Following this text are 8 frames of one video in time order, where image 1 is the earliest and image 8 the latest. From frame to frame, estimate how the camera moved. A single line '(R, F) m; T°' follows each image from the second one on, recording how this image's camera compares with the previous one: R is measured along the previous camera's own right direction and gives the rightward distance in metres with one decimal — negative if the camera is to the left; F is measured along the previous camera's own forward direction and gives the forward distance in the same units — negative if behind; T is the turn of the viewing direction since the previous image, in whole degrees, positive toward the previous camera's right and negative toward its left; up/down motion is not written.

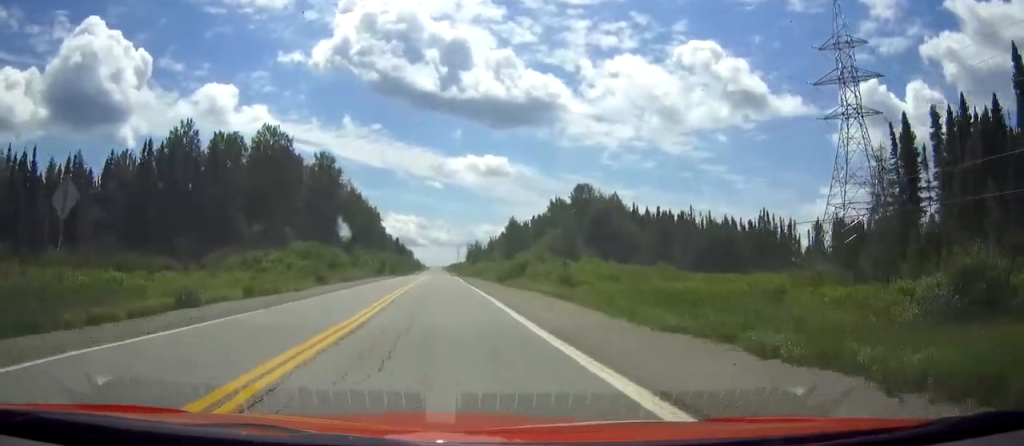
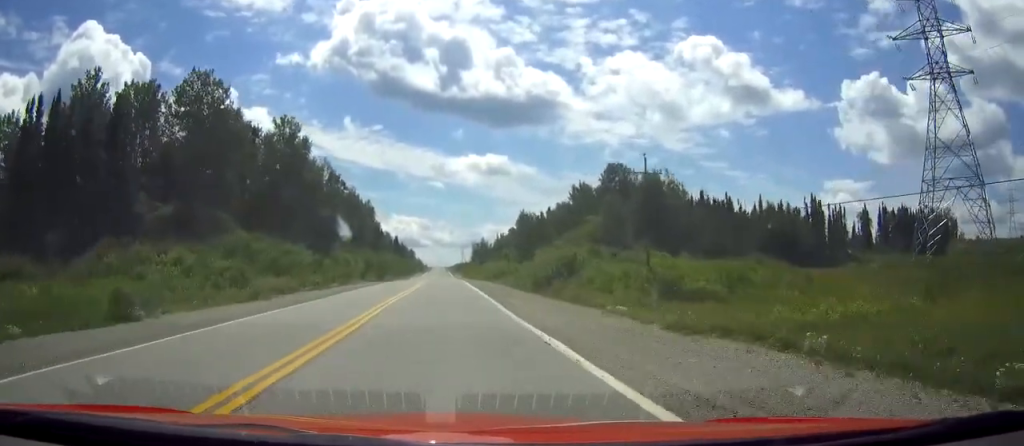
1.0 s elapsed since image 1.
(0.0, +30.9) m; -1°
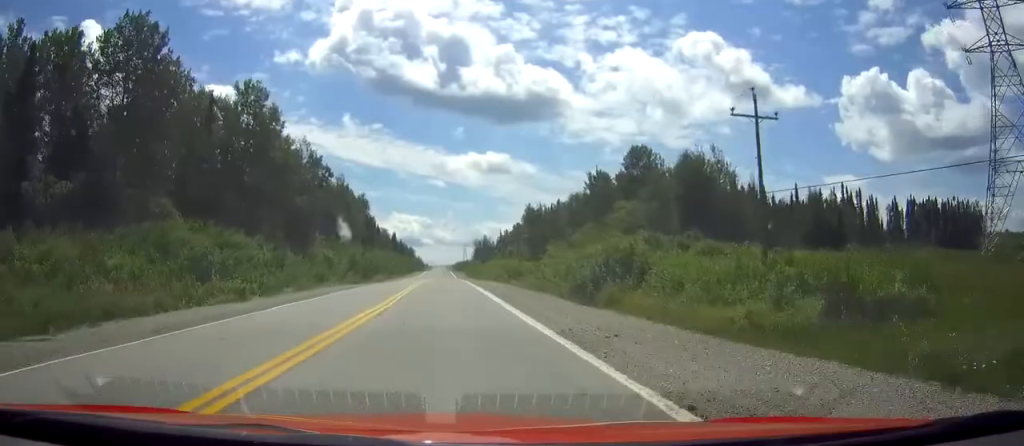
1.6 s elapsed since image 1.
(-0.2, +17.5) m; 0°
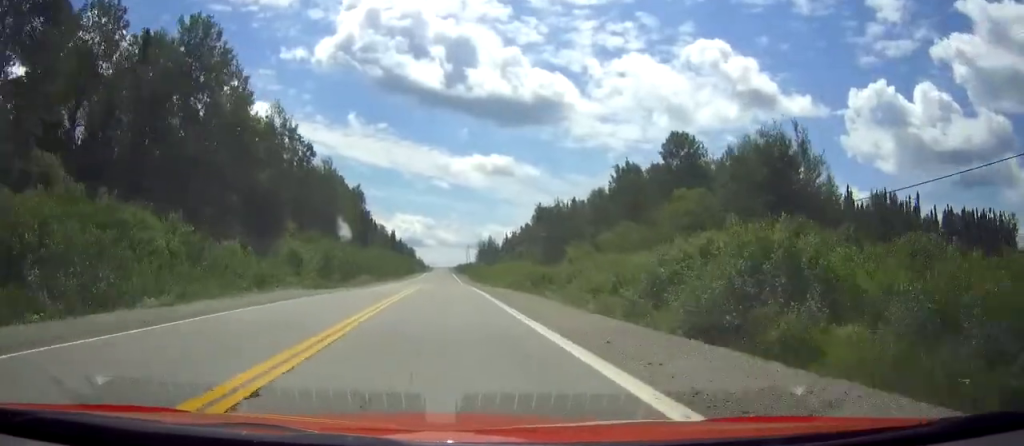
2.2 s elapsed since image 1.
(-0.1, +19.6) m; 0°
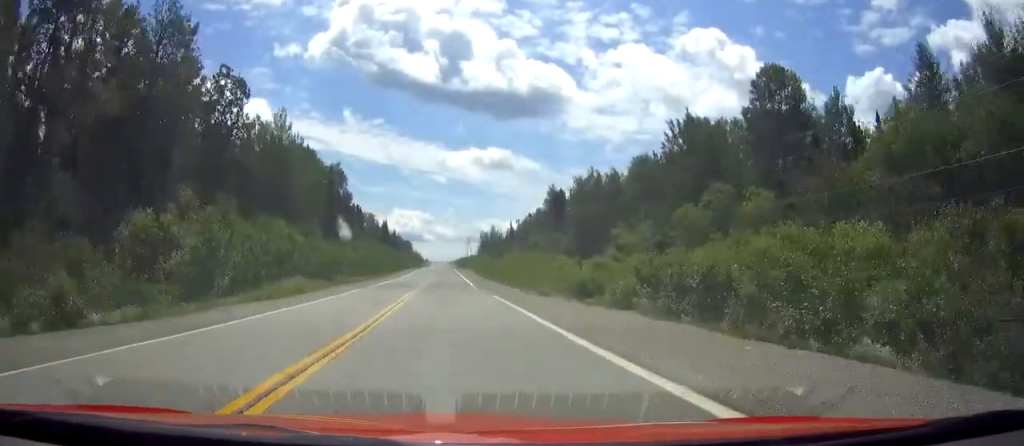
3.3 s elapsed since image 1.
(0.0, +33.2) m; 0°
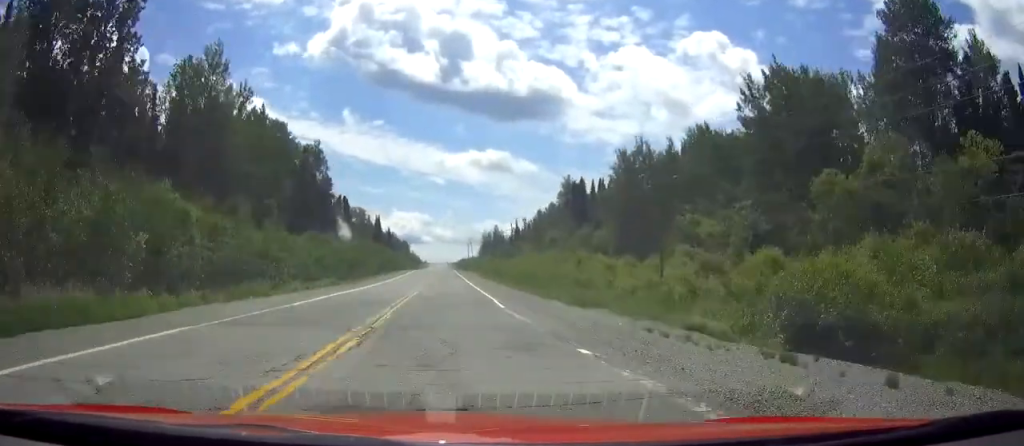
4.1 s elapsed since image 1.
(0.0, +26.0) m; 0°
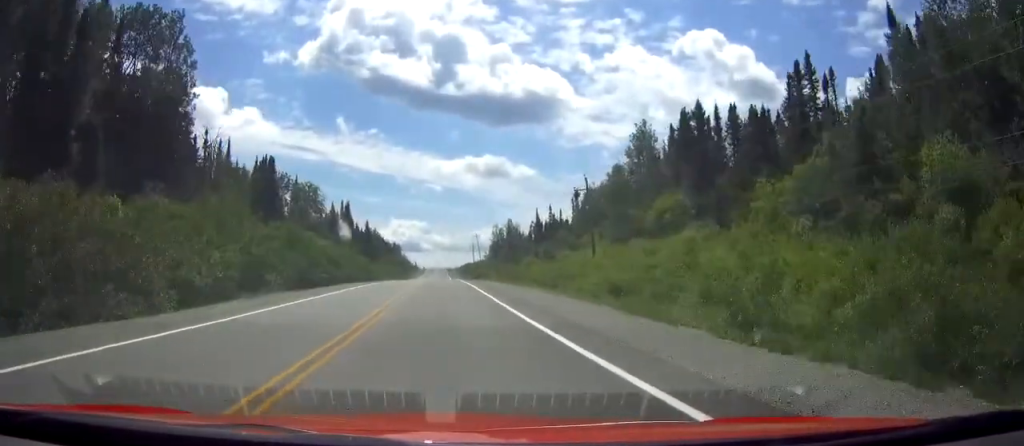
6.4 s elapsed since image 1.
(+0.2, +71.0) m; 0°
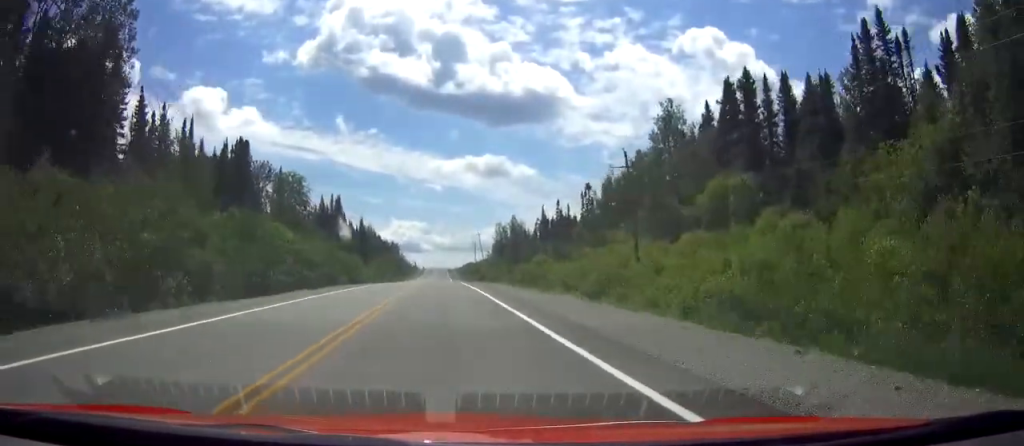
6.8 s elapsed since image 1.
(0.0, +13.6) m; 0°
